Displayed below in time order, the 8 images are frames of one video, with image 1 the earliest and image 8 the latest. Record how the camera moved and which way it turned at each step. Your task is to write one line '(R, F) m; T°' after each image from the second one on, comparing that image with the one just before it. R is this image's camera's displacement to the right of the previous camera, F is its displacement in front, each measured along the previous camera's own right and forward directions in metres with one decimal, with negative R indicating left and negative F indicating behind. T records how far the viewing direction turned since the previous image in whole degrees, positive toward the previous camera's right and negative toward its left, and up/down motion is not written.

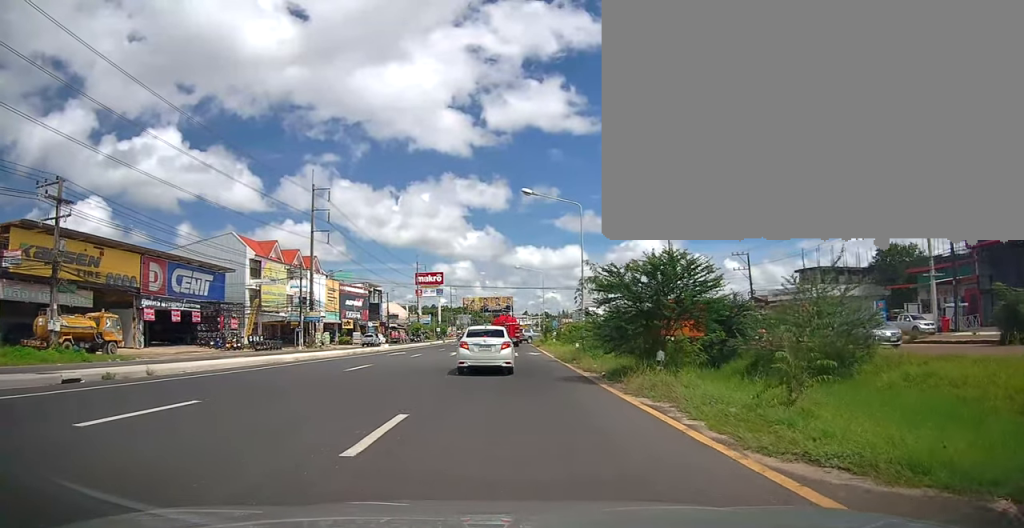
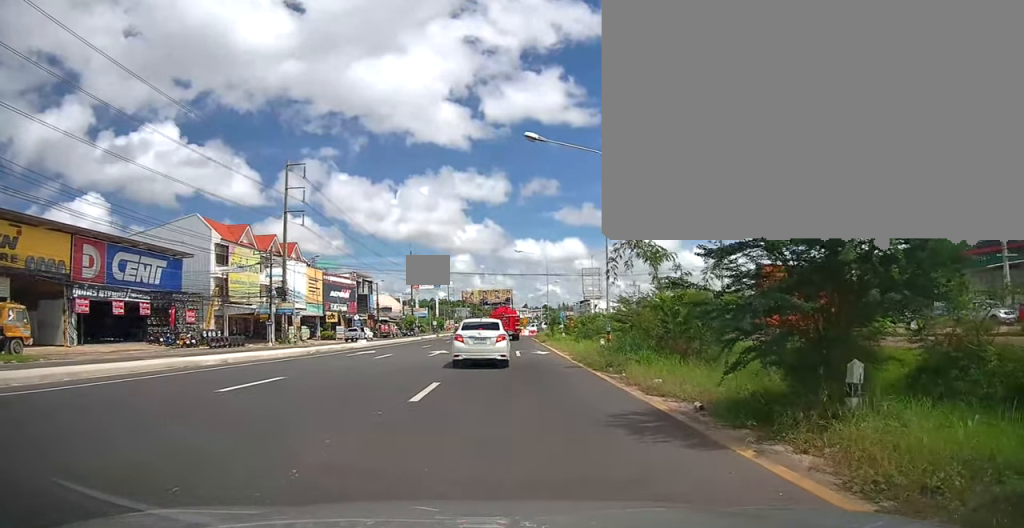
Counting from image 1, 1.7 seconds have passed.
(+0.1, +8.1) m; 0°
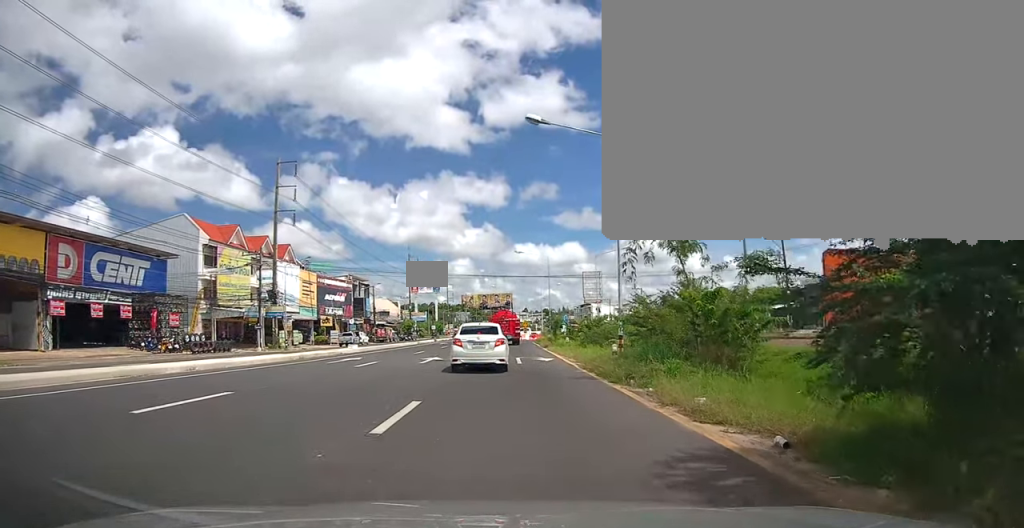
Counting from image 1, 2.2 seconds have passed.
(0.0, +2.5) m; -3°
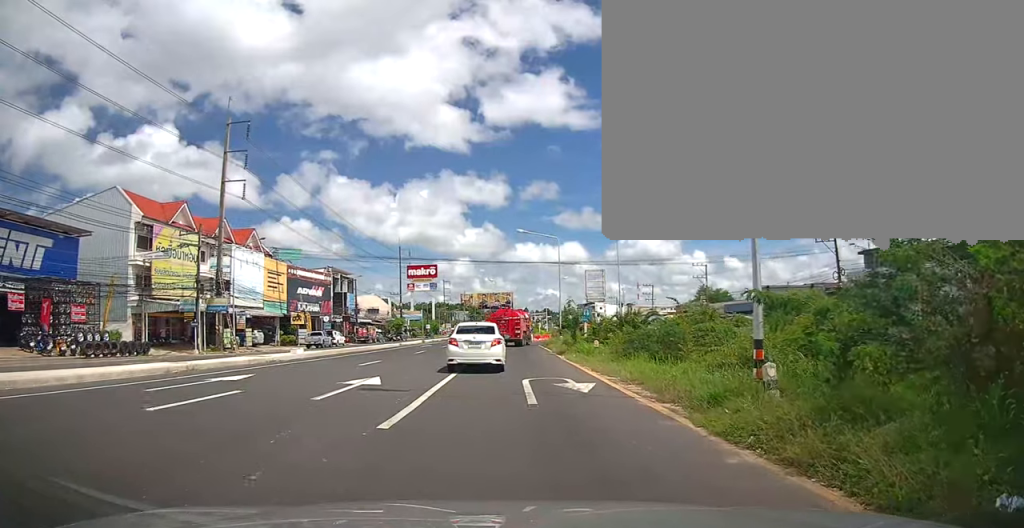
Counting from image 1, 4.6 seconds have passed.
(-0.9, +11.4) m; +1°
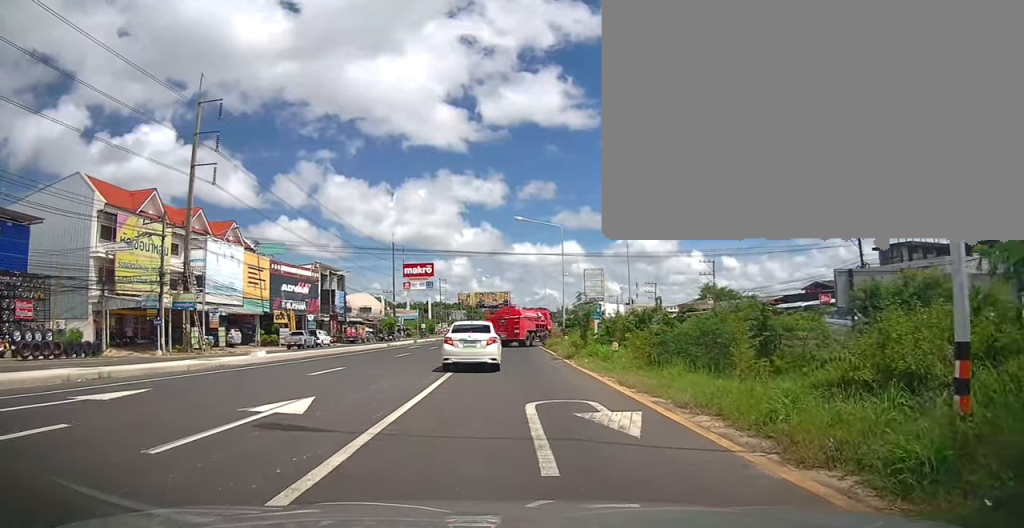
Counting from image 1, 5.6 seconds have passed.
(+0.2, +4.7) m; +2°
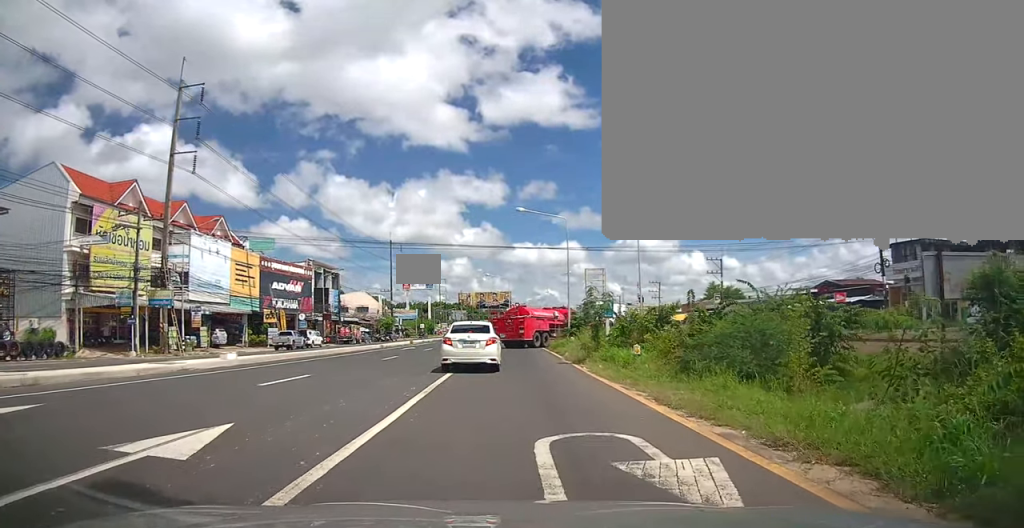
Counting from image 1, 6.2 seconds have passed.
(0.0, +3.1) m; 0°
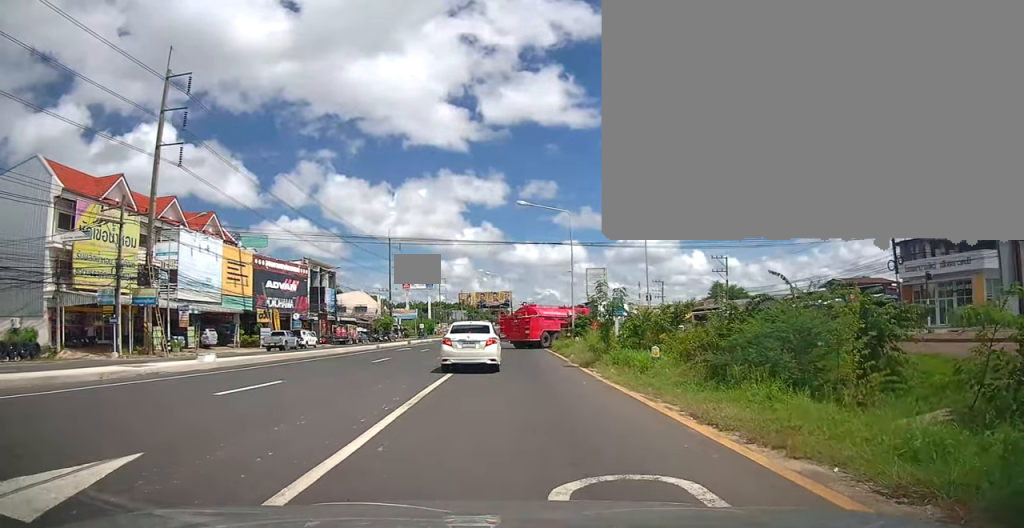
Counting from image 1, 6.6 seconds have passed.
(0.0, +2.0) m; 0°
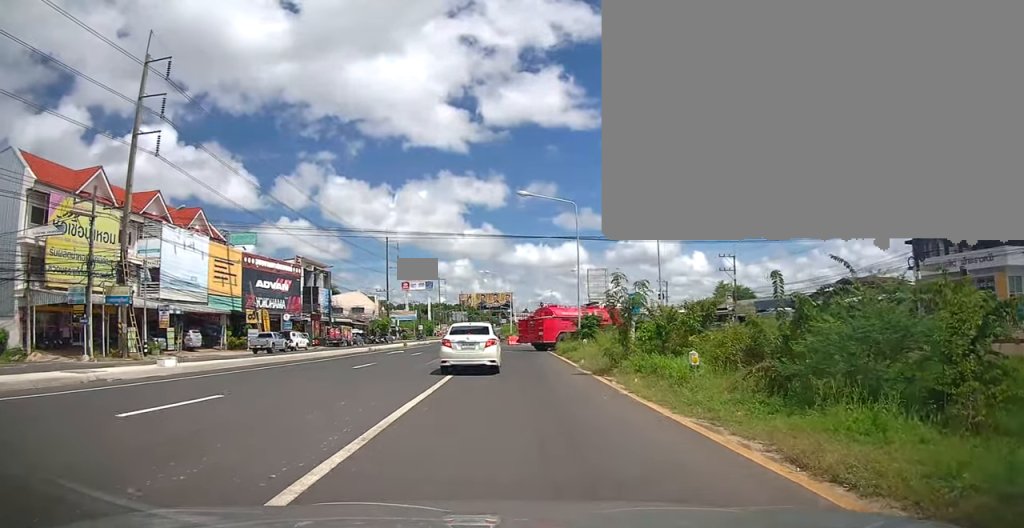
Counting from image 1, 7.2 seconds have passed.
(0.0, +2.9) m; 0°
